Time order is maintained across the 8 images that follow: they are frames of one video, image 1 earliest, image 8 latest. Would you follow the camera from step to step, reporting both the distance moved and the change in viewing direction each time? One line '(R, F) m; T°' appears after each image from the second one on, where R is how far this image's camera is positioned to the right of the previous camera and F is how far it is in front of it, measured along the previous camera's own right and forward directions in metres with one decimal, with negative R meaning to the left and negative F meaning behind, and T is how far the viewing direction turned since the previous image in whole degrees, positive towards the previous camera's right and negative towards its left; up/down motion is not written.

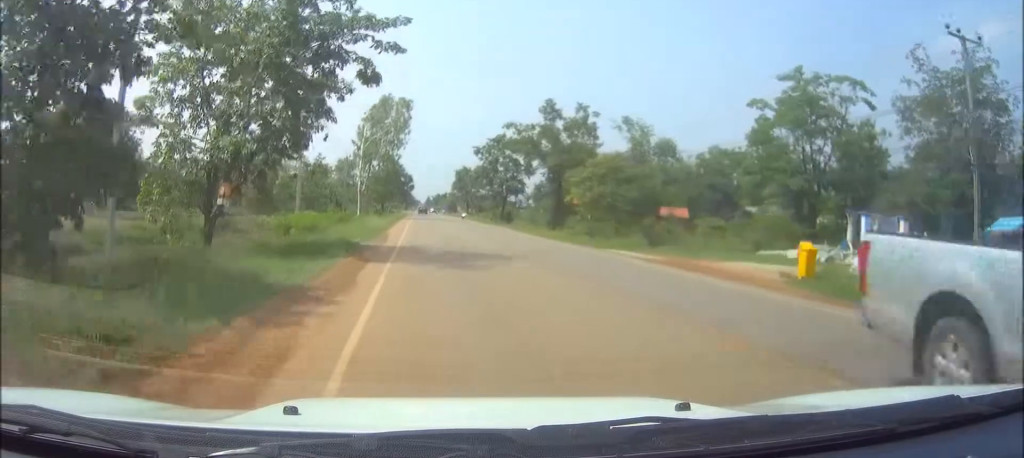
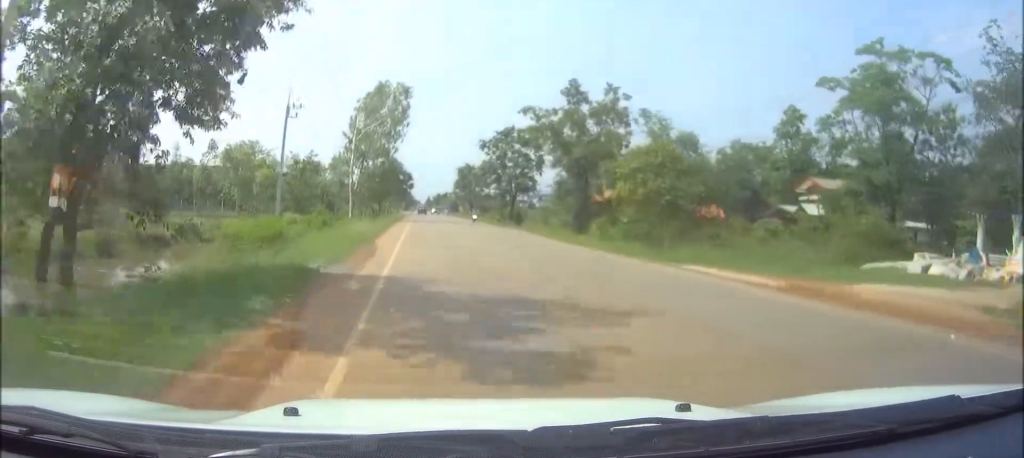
(0.0, +9.4) m; 0°
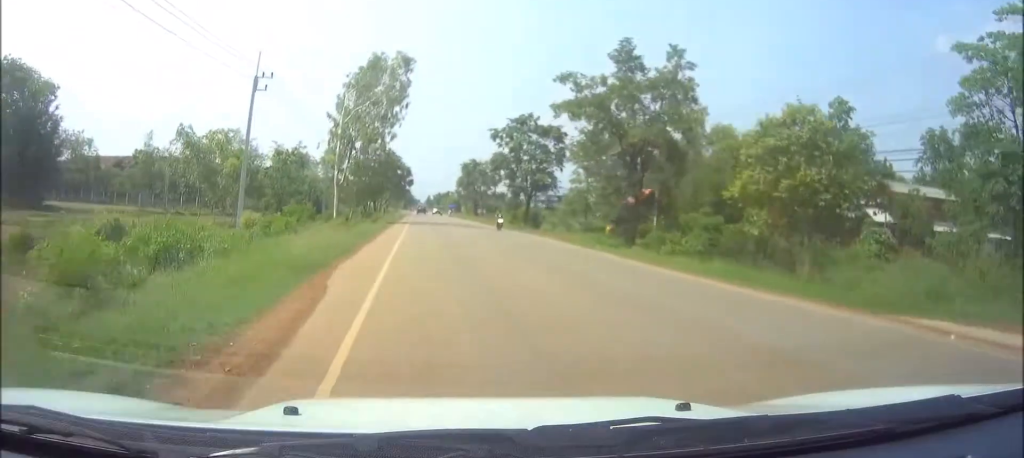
(0.0, +11.4) m; 0°
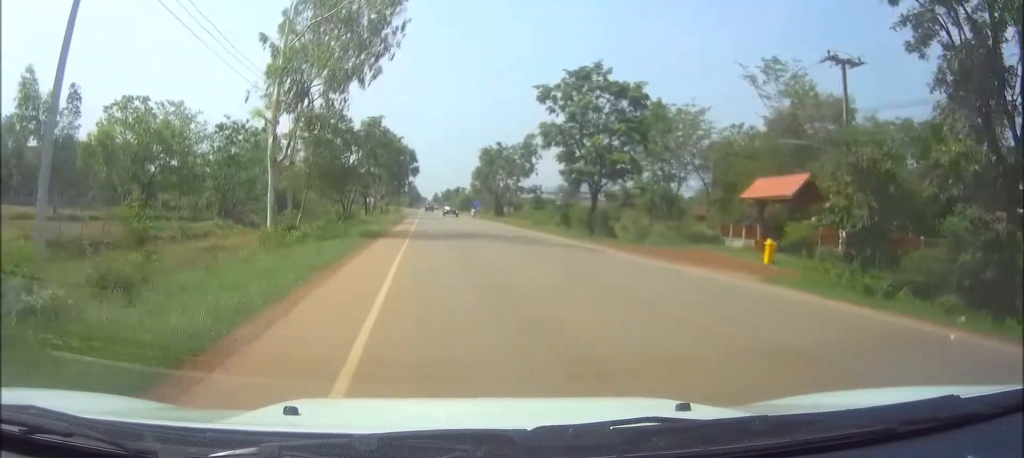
(0.0, +25.2) m; 0°
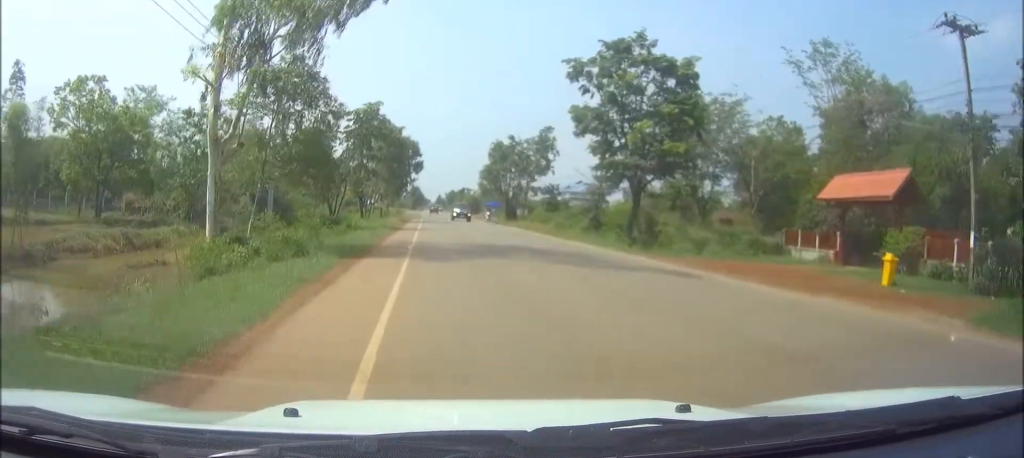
(0.0, +9.0) m; 0°
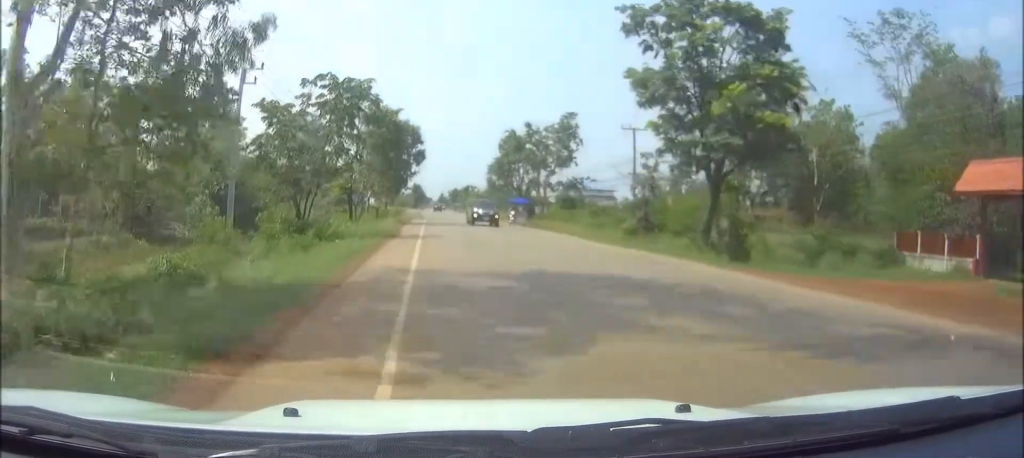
(-0.1, +11.0) m; 0°
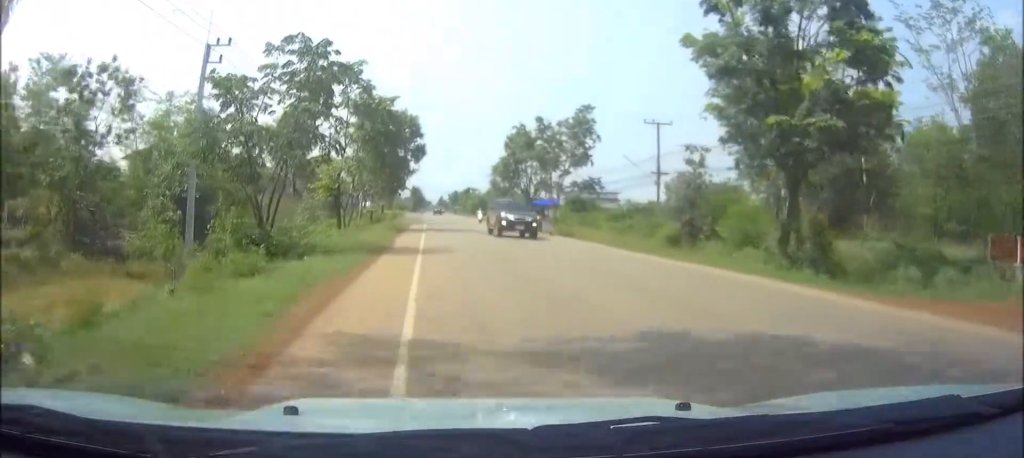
(-0.1, +7.0) m; 0°
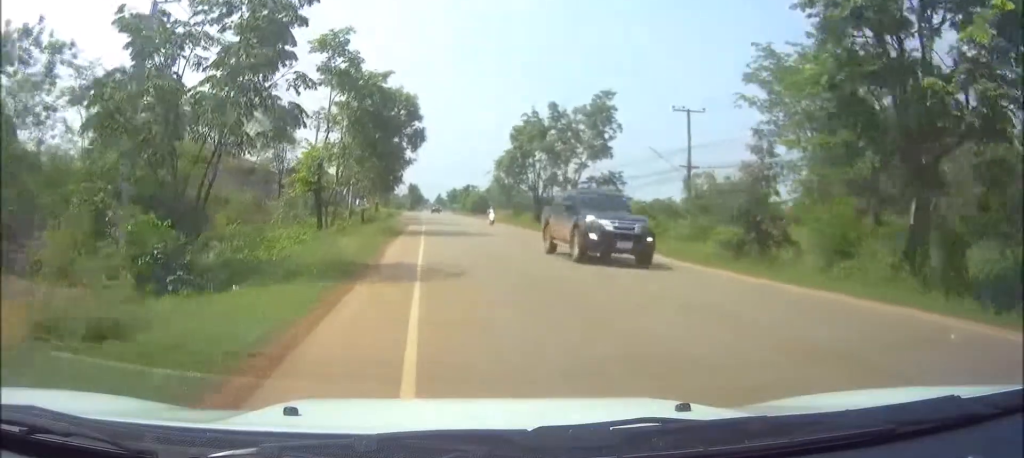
(+0.1, +7.5) m; 0°
